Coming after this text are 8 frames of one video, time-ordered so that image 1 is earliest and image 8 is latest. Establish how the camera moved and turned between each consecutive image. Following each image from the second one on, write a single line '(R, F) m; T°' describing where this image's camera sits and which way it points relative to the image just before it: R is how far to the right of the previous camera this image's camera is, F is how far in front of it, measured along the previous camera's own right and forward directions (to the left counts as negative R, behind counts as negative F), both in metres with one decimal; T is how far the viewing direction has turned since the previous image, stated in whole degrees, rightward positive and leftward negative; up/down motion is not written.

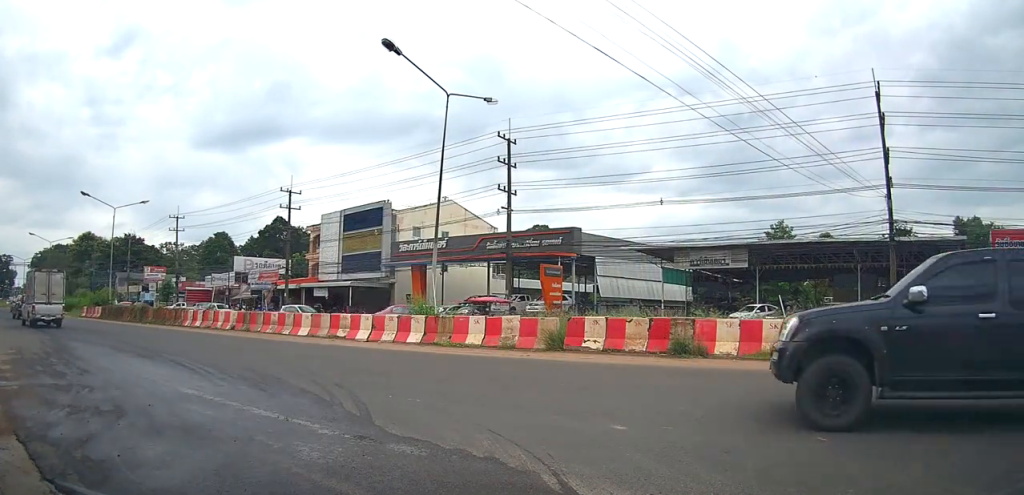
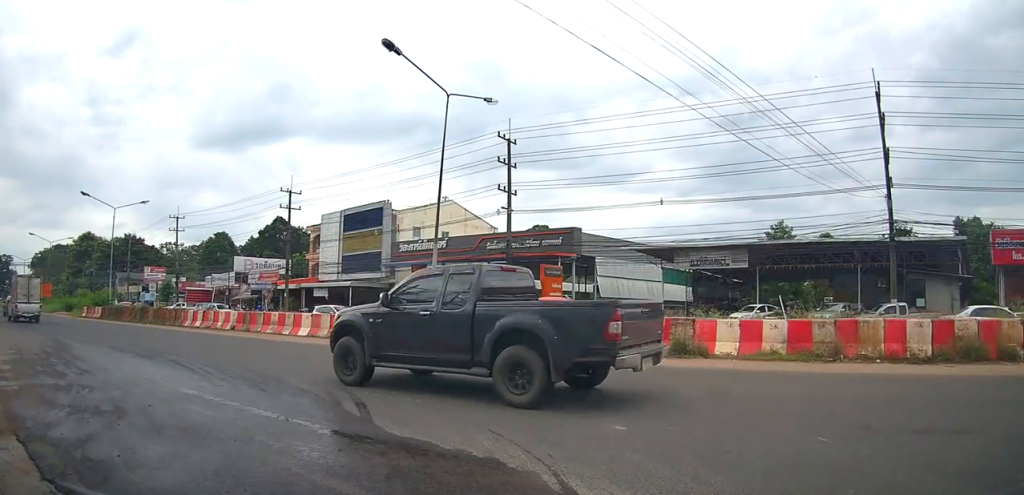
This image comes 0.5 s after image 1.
(0.0, 0.0) m; 0°
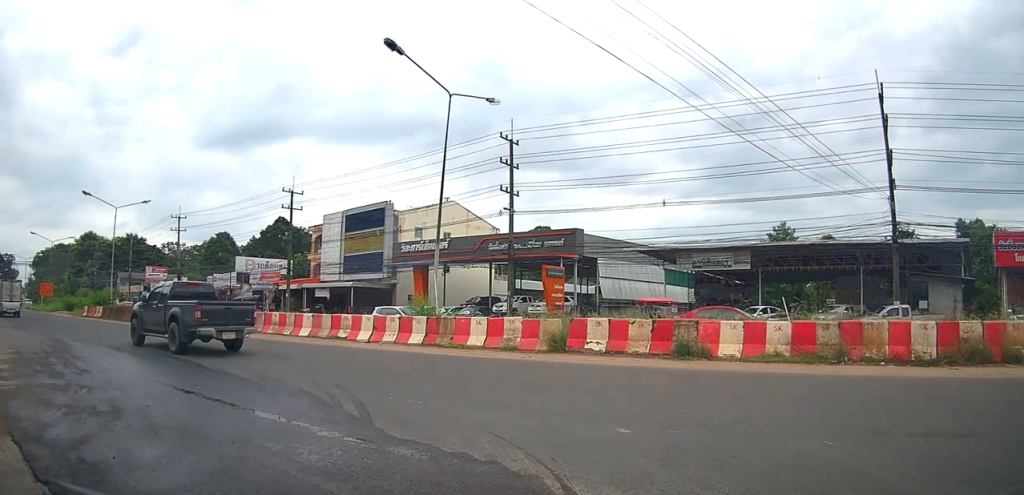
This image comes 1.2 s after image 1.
(0.0, 0.0) m; 0°
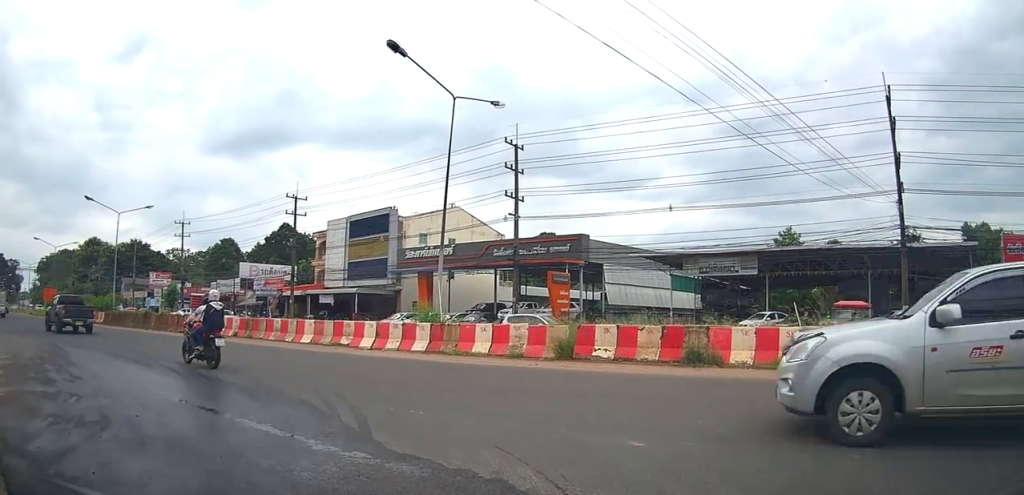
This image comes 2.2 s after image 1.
(0.0, +0.2) m; 0°
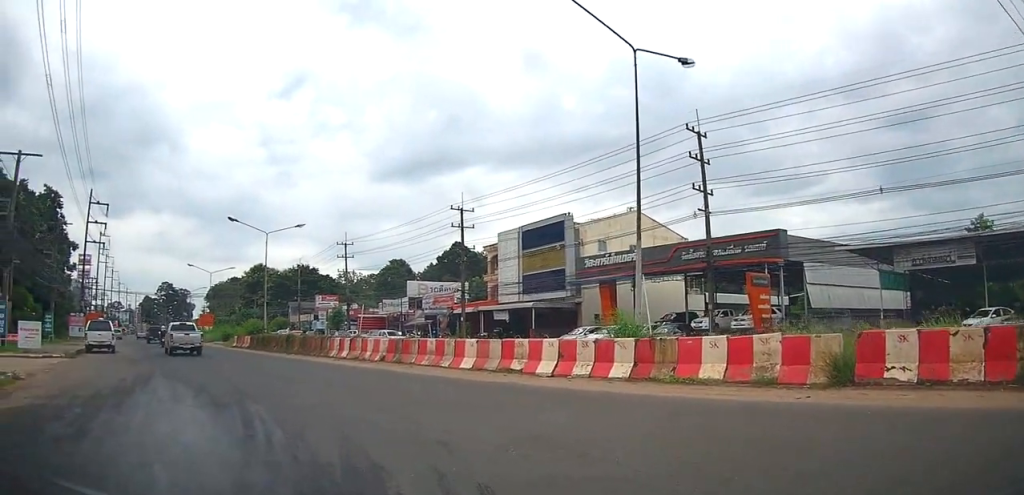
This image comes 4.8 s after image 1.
(-0.2, +3.9) m; -15°
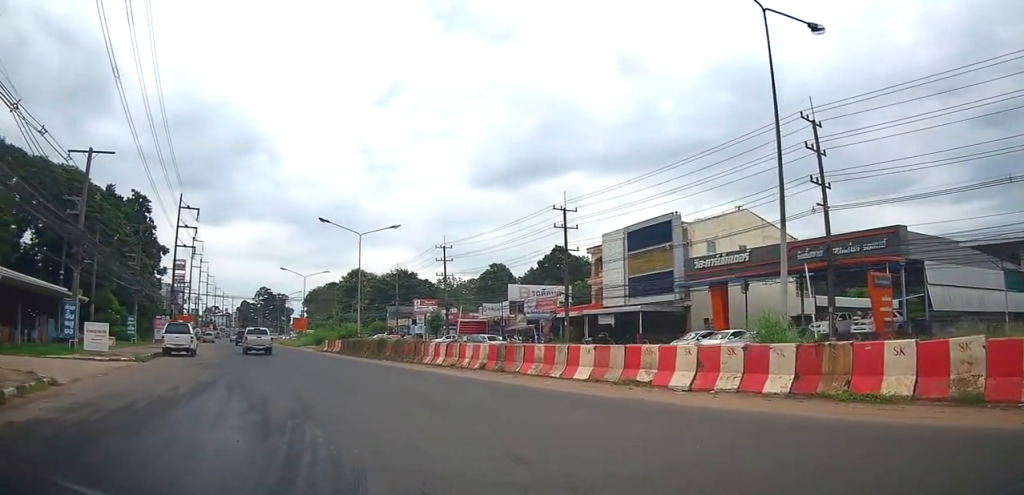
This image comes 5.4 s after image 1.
(-0.3, +2.2) m; -7°
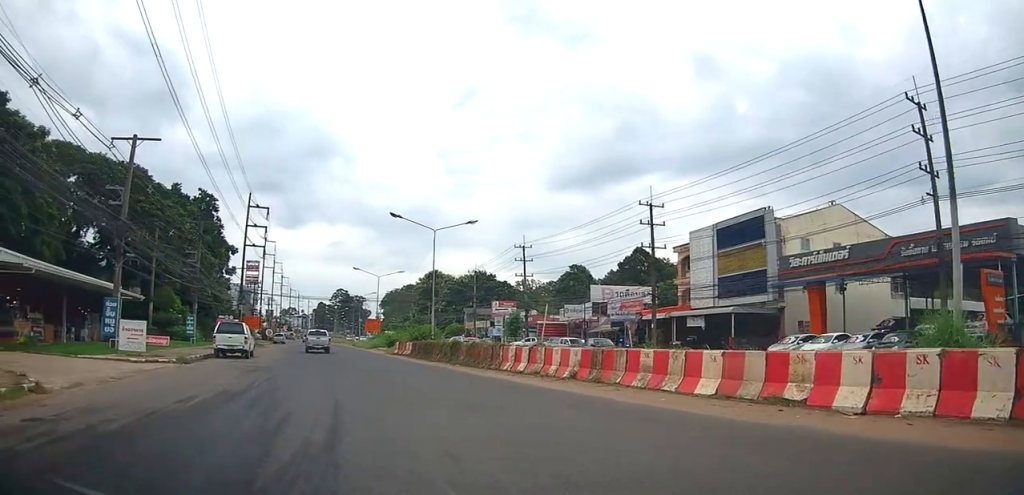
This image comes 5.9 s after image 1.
(-0.2, +2.7) m; -6°
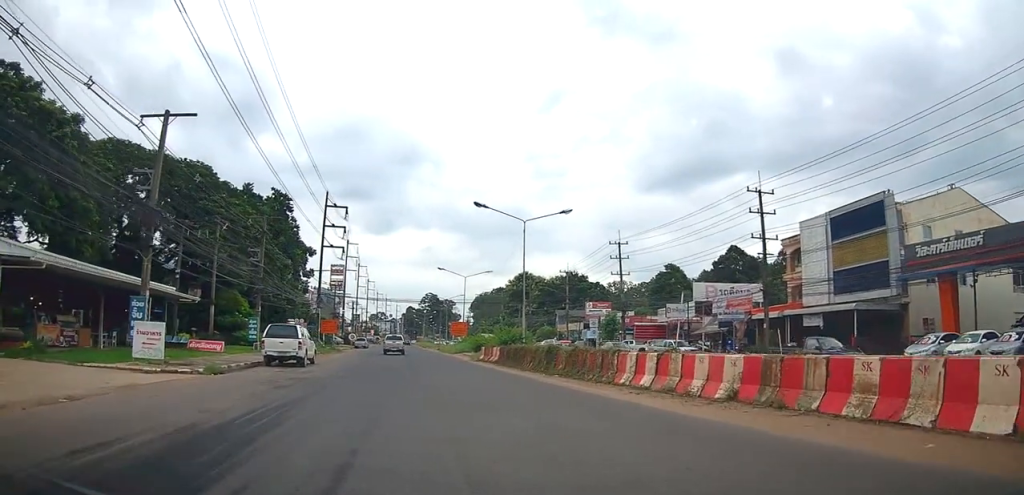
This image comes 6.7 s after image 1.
(0.0, +4.4) m; -6°
